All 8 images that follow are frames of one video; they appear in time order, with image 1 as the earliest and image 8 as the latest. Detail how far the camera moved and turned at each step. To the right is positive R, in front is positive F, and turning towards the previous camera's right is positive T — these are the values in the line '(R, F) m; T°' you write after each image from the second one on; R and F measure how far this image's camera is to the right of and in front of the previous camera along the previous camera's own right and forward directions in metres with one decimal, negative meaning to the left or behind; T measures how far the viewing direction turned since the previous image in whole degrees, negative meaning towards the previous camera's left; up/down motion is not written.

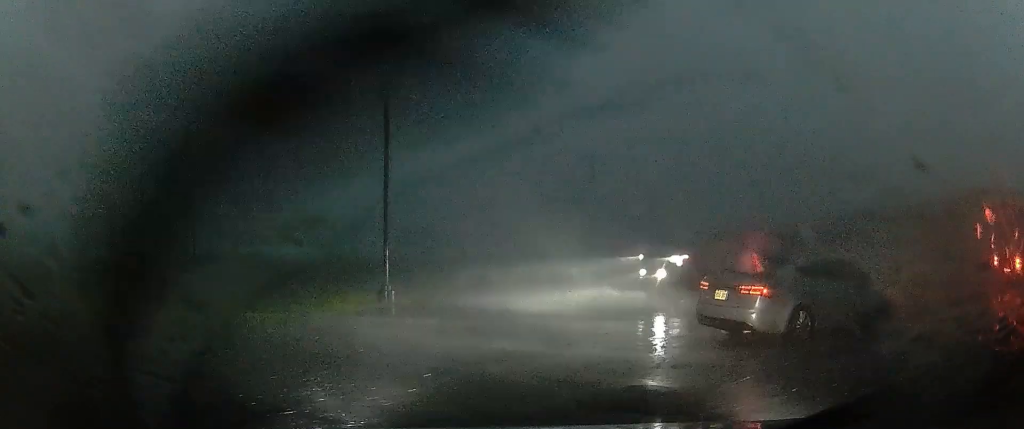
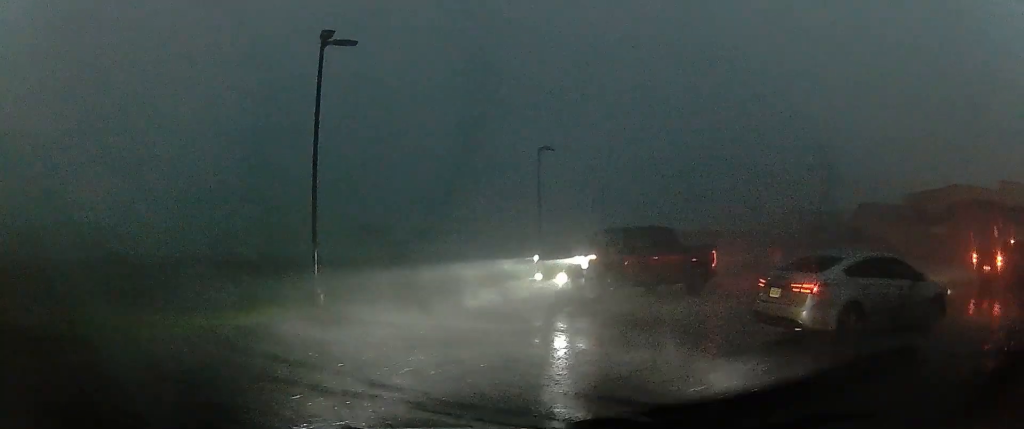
(+0.4, +1.5) m; +17°
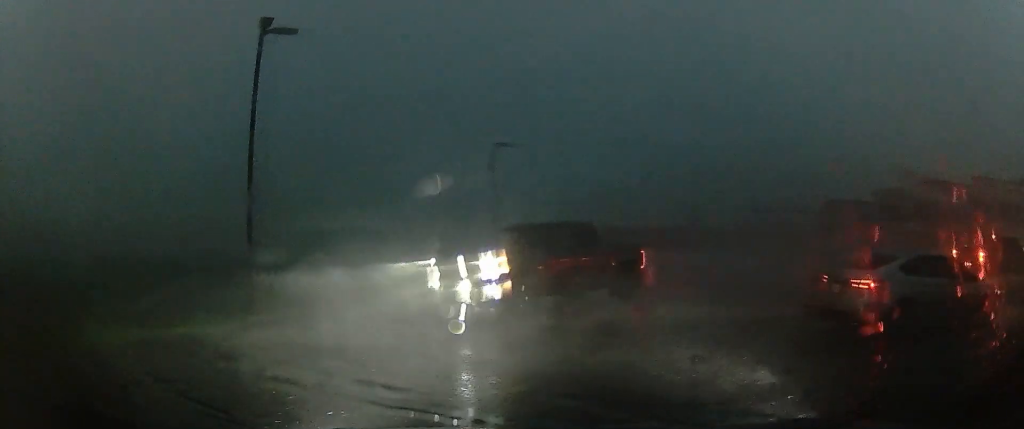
(0.0, +1.1) m; +1°
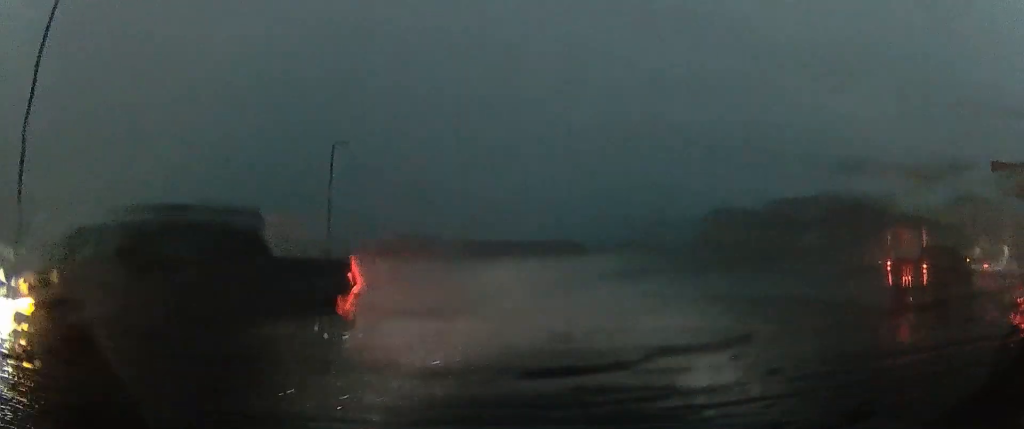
(0.0, +3.2) m; +4°
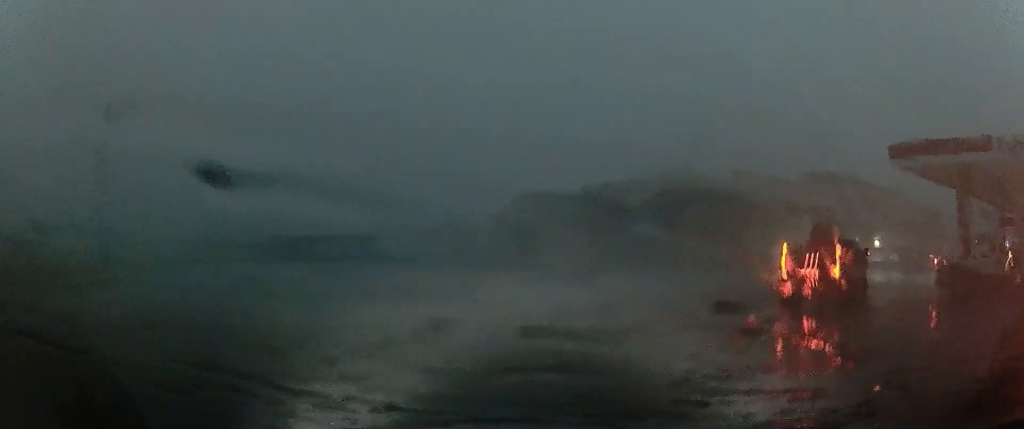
(+0.7, +3.8) m; +17°
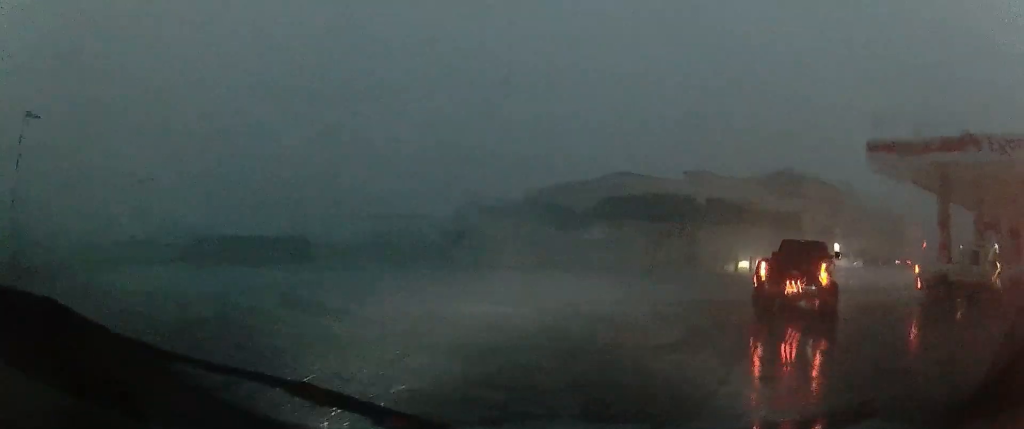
(+0.5, +2.0) m; -1°
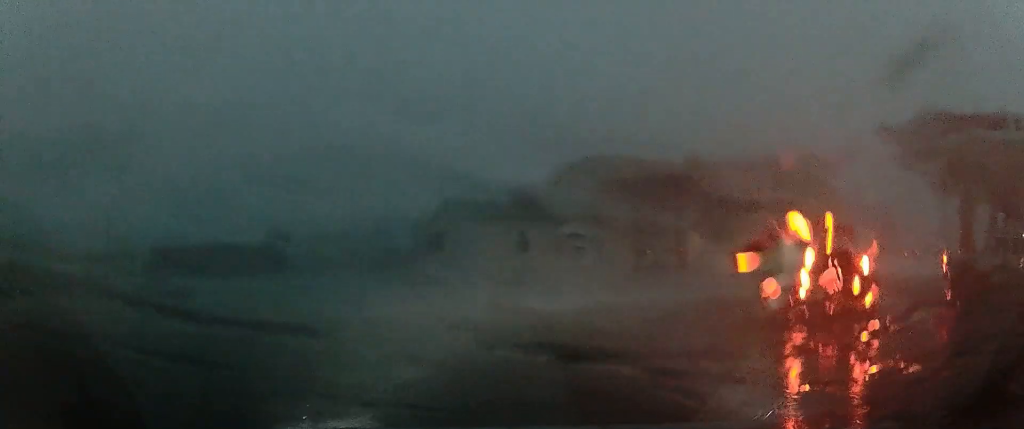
(-0.4, +2.1) m; -9°
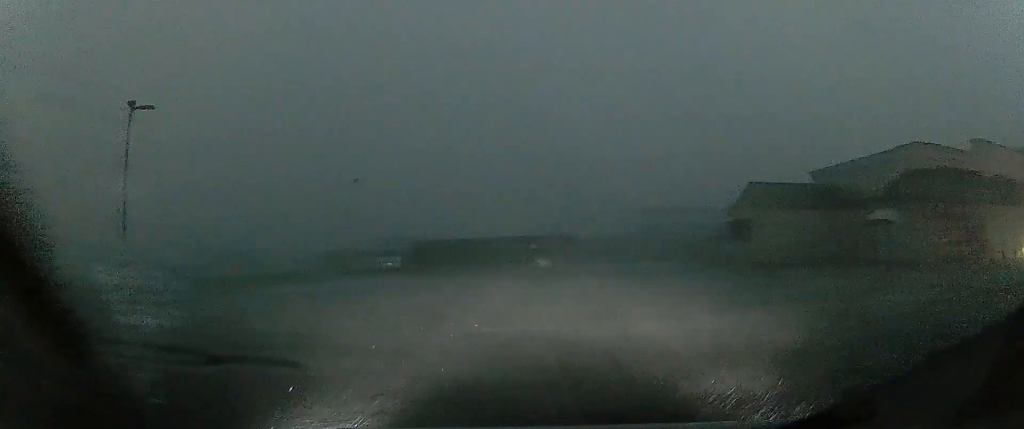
(-0.6, +3.9) m; -22°
